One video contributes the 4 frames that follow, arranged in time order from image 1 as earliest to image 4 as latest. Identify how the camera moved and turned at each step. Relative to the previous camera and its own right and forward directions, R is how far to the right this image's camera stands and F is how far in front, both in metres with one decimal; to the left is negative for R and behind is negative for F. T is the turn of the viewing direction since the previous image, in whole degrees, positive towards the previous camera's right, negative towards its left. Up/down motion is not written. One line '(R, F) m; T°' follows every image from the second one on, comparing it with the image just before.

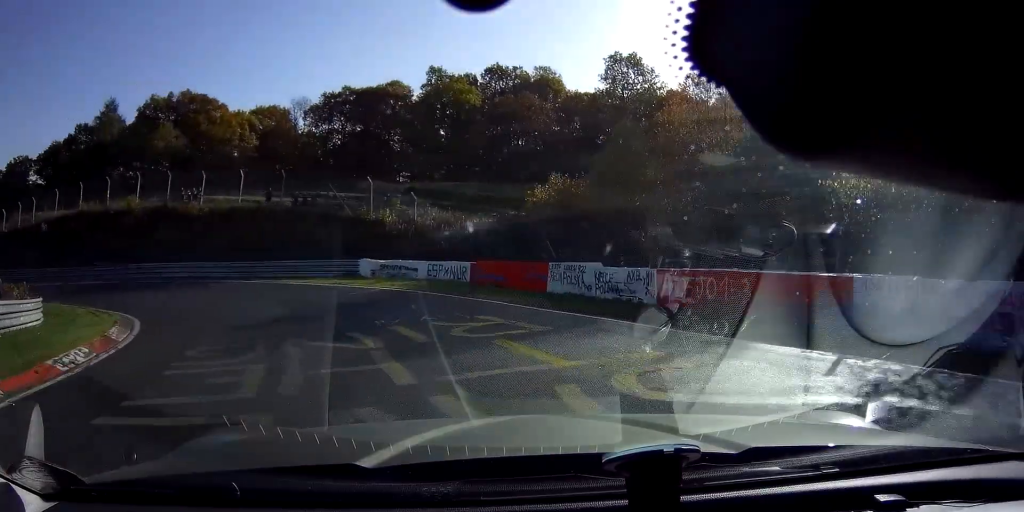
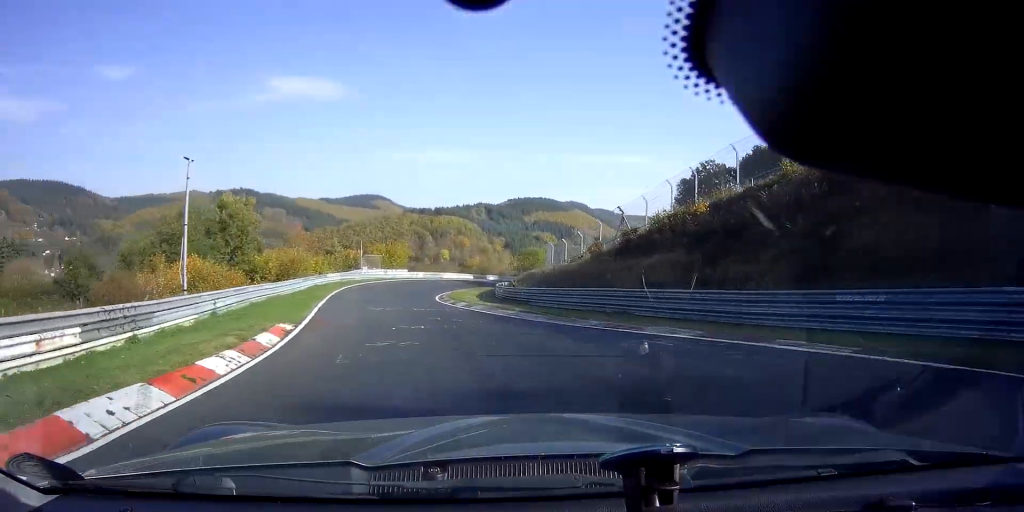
(-23.8, +21.4) m; -75°
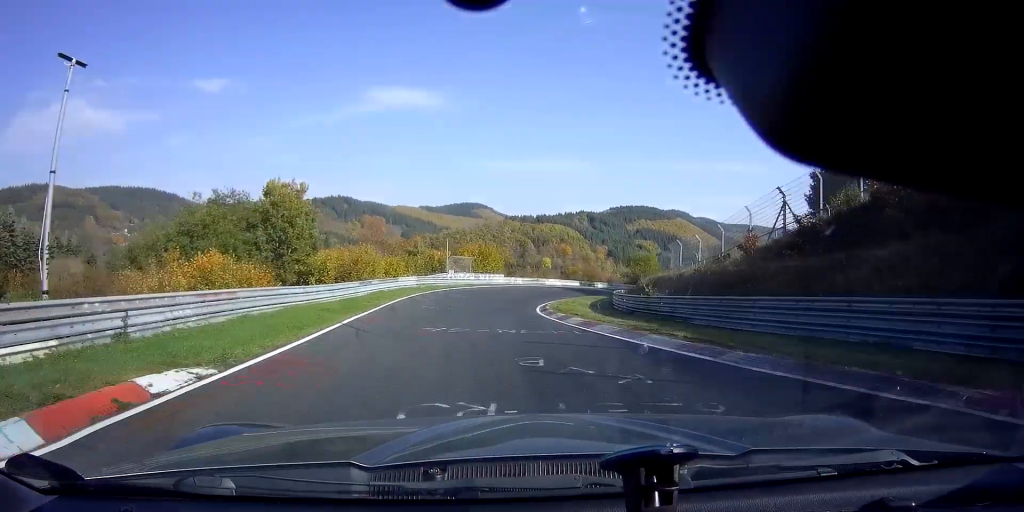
(-1.3, +10.1) m; -5°
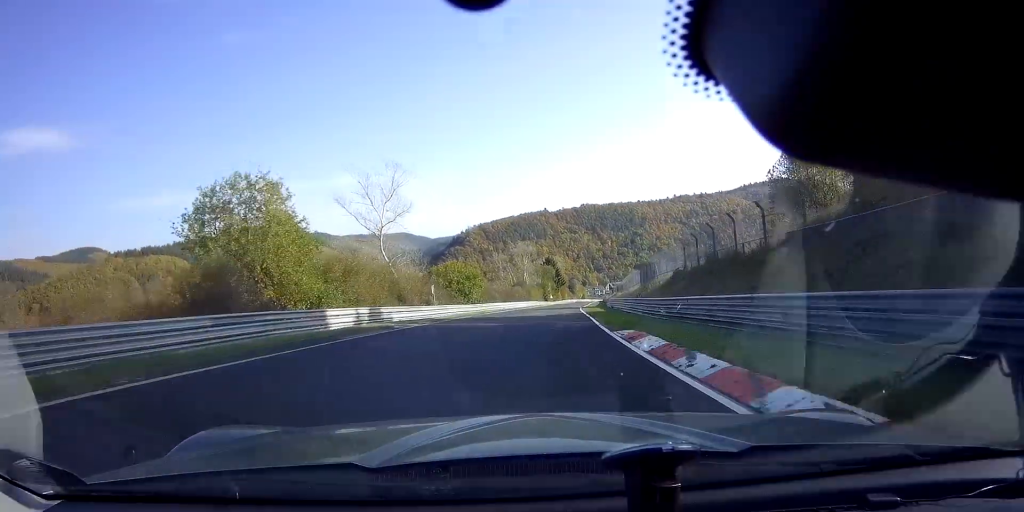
(+18.8, +69.9) m; +35°
